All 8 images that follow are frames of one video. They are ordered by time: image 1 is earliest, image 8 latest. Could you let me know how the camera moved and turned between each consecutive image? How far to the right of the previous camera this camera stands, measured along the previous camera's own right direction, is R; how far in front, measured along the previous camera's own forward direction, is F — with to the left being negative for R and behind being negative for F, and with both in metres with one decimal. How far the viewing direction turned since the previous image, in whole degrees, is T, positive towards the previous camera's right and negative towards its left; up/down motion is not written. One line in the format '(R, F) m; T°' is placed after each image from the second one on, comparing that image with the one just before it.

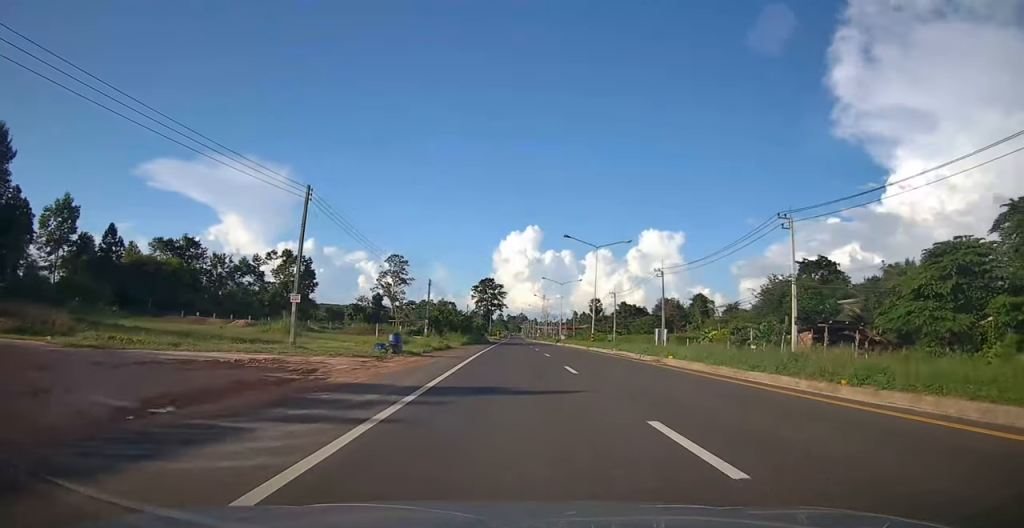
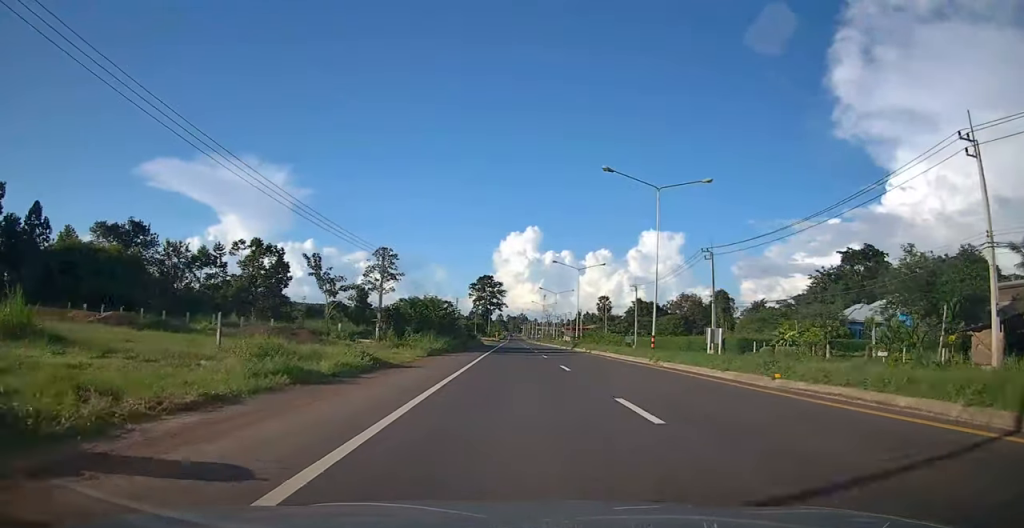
(-0.4, +21.1) m; -2°
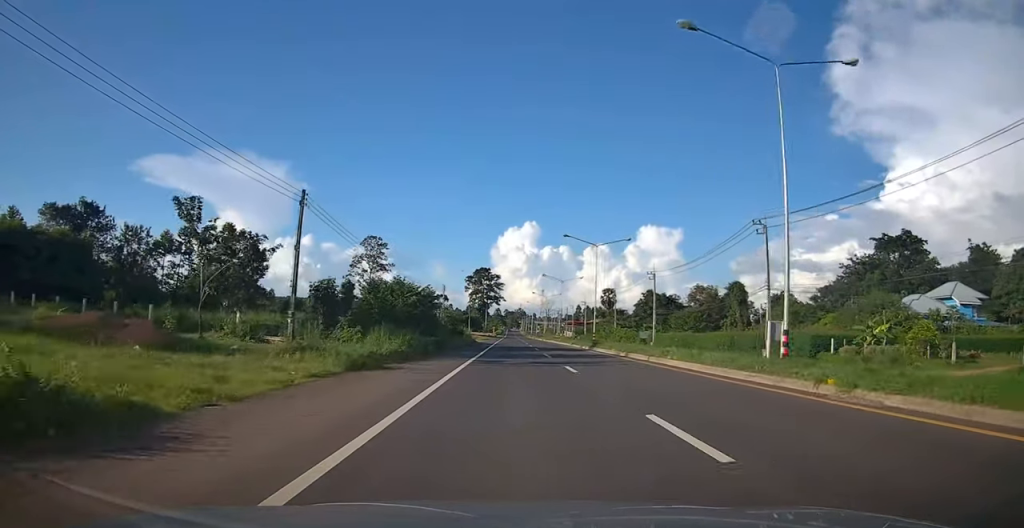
(-0.2, +14.5) m; -1°
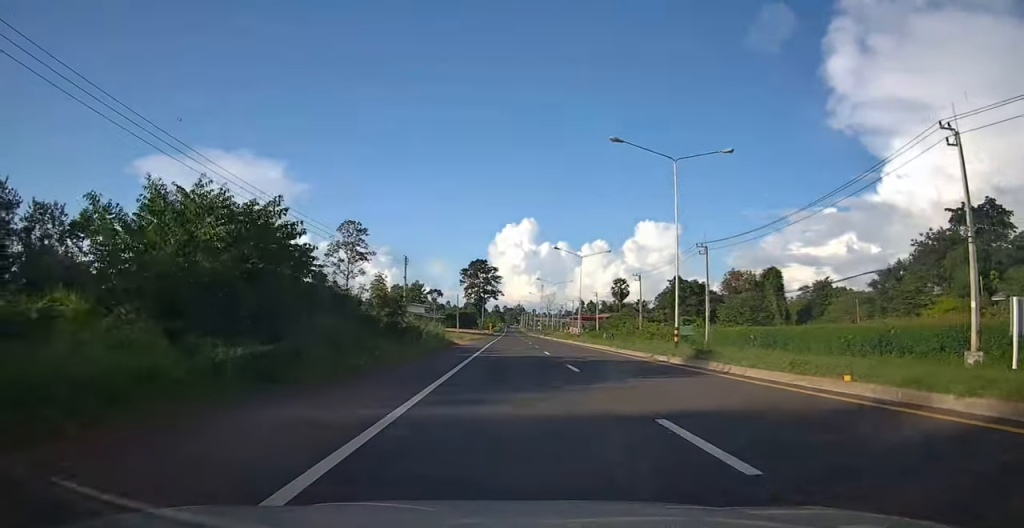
(0.0, +24.9) m; +1°
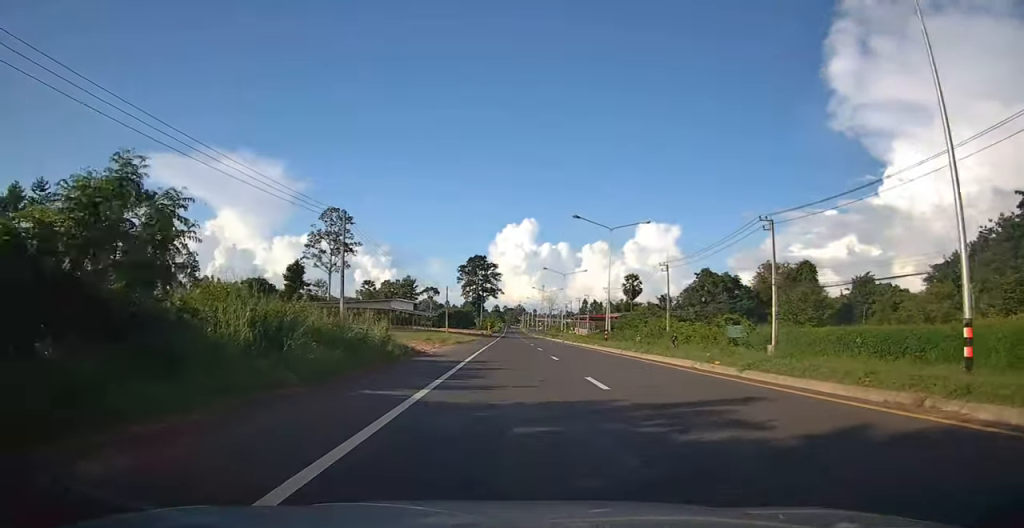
(+0.1, +17.0) m; +1°
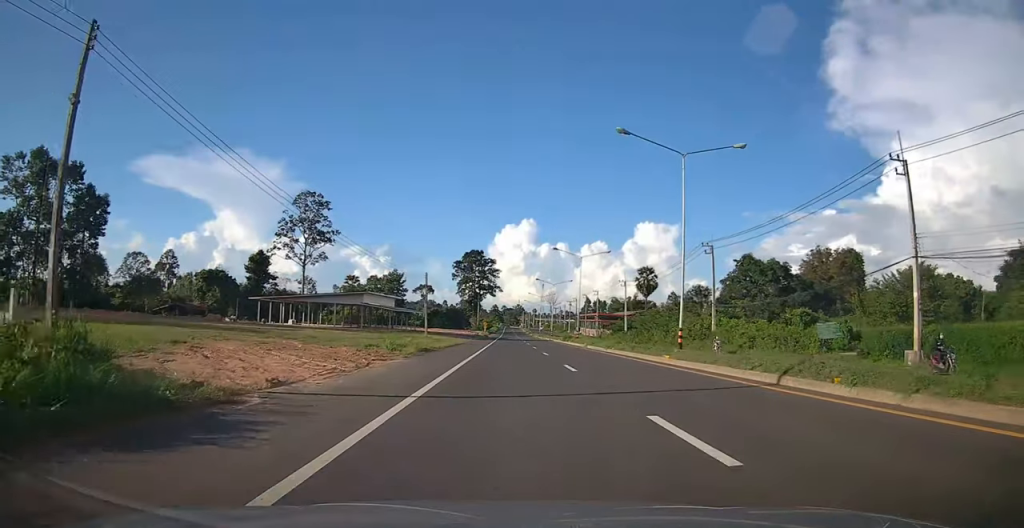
(+0.5, +18.8) m; 0°
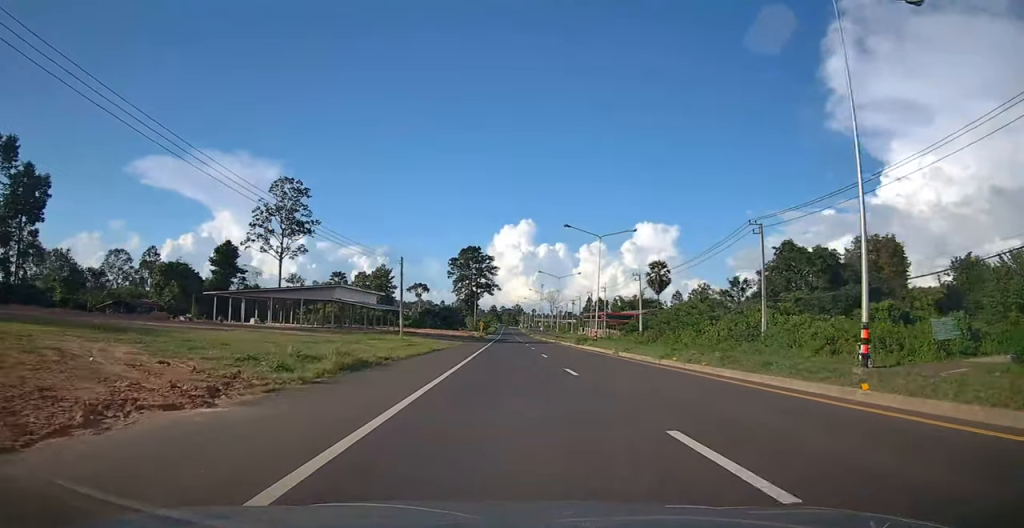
(-0.6, +13.2) m; 0°
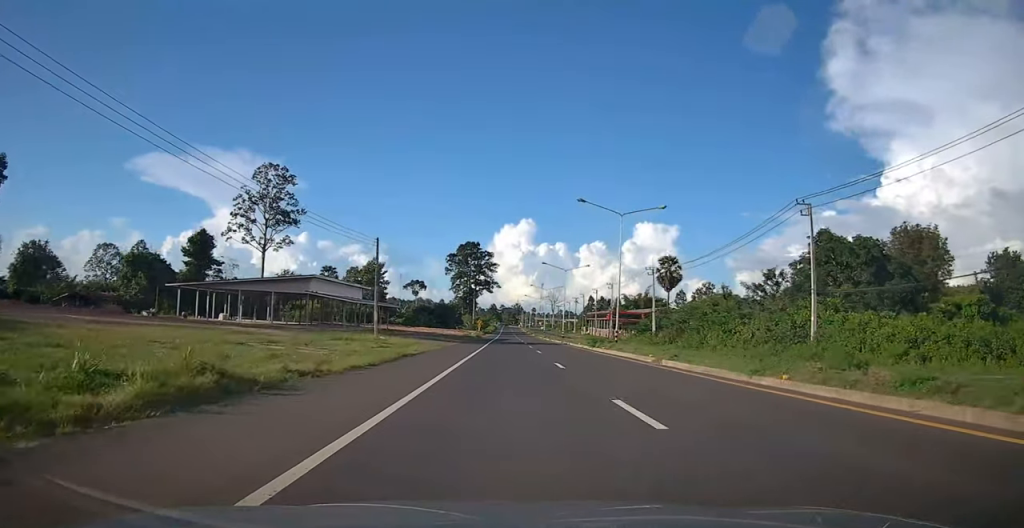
(-0.2, +8.8) m; 0°
